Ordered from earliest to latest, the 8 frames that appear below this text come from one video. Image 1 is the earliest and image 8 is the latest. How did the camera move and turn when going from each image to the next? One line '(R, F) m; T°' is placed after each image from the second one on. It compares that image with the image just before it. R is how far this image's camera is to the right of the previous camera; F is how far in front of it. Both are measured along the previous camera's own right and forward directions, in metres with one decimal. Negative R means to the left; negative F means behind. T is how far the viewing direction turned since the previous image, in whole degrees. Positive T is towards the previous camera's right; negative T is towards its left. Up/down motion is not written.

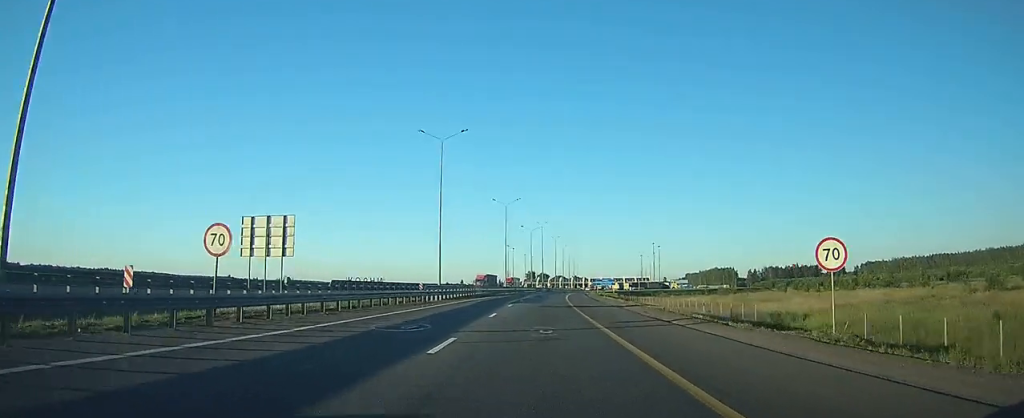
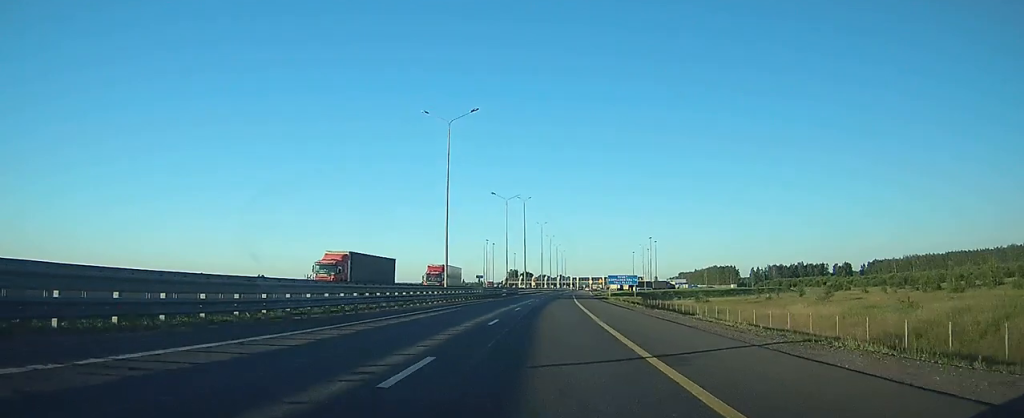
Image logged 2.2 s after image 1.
(+0.5, +52.3) m; +1°
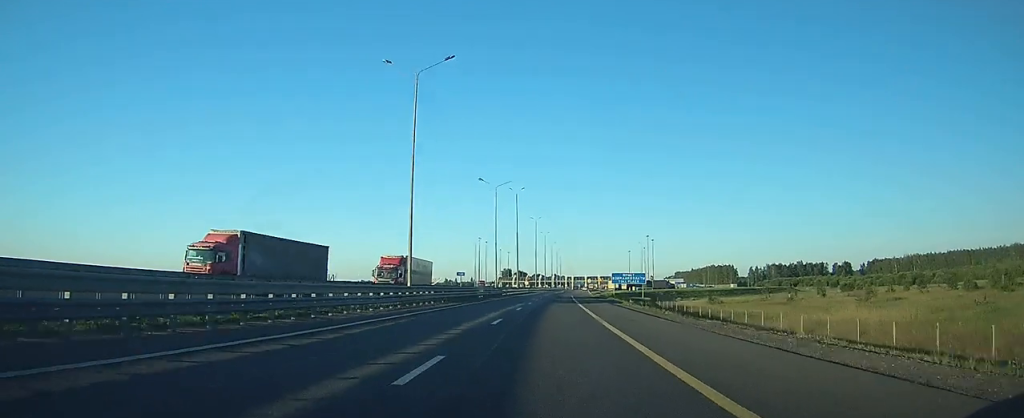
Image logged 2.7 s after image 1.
(0.0, +11.9) m; 0°
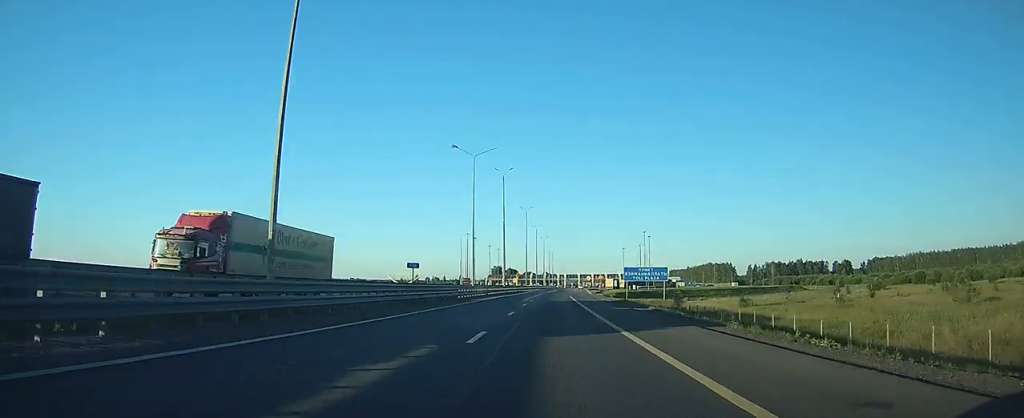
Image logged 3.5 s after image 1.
(+0.1, +18.9) m; +1°
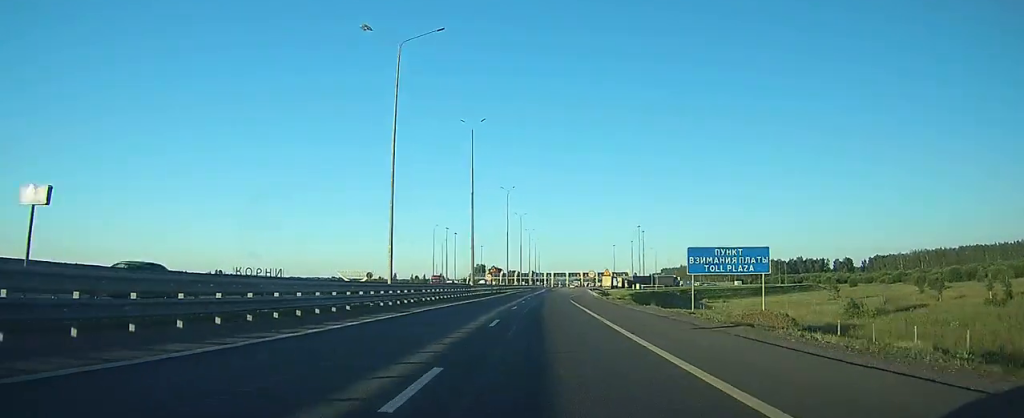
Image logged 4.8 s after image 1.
(+0.3, +31.2) m; +1°
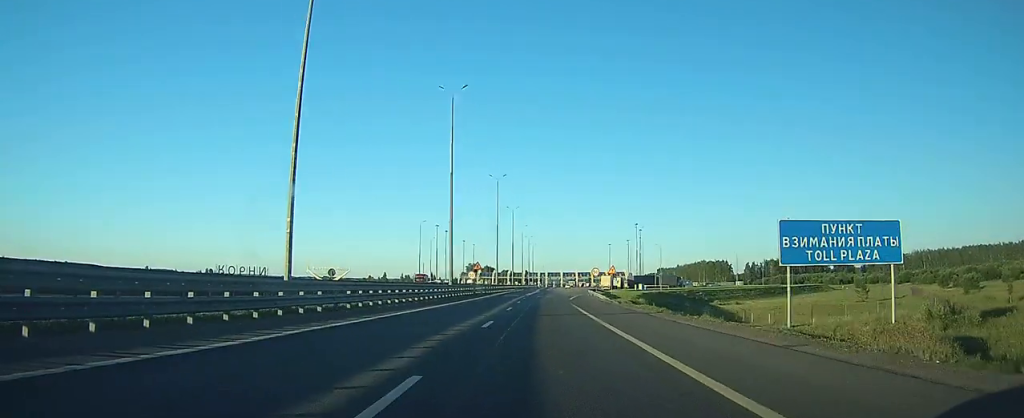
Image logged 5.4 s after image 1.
(0.0, +13.2) m; +1°
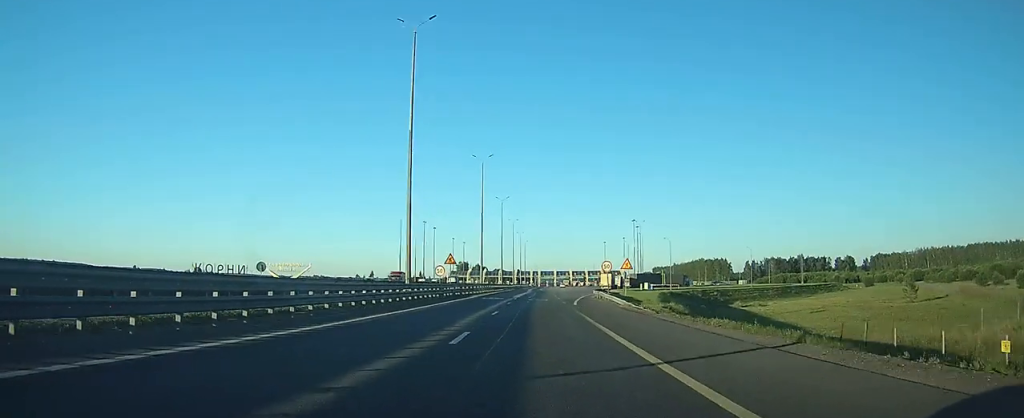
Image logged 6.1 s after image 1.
(+0.2, +17.0) m; +1°
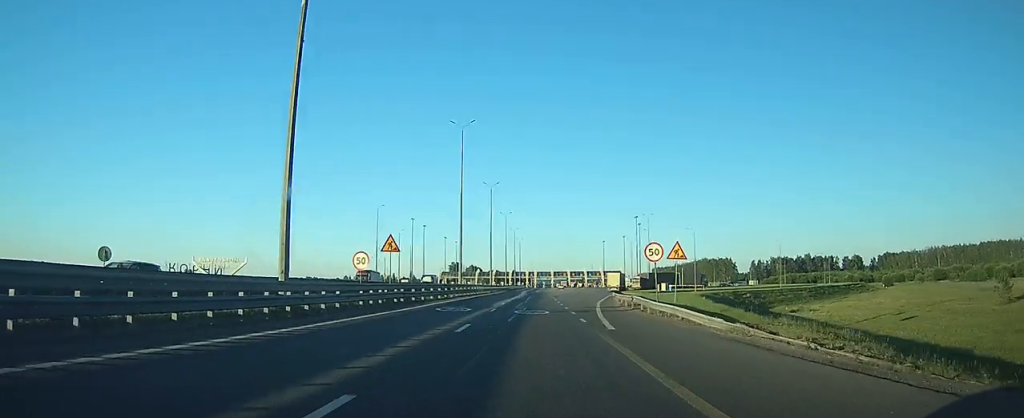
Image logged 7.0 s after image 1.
(+0.2, +21.4) m; +1°
